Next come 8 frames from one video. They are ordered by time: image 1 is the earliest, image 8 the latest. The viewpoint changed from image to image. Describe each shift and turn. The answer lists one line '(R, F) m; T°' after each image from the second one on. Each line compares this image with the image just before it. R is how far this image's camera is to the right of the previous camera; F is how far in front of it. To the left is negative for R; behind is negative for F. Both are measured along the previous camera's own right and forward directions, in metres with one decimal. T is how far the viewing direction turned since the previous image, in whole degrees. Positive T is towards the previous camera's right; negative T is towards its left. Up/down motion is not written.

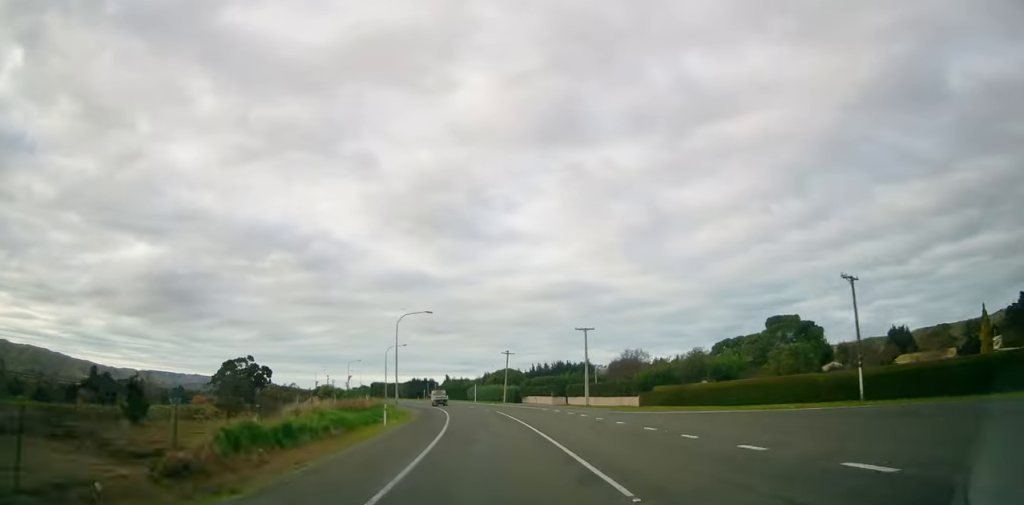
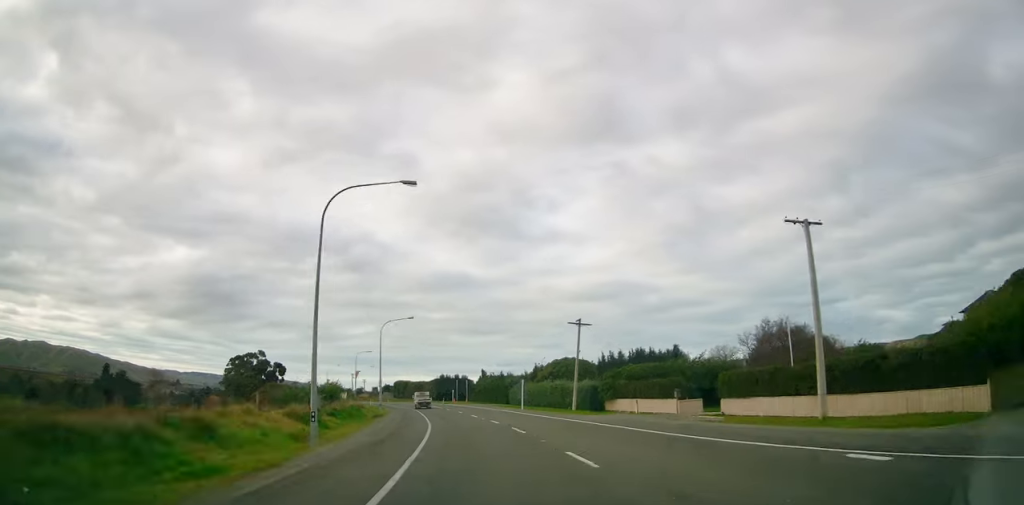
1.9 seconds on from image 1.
(-1.3, +35.5) m; -4°
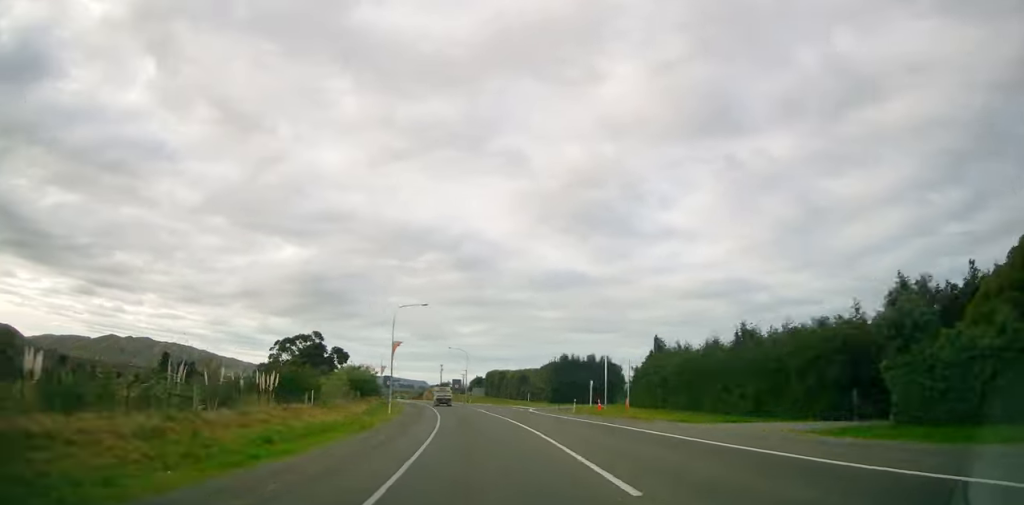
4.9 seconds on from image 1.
(-2.6, +58.7) m; -9°
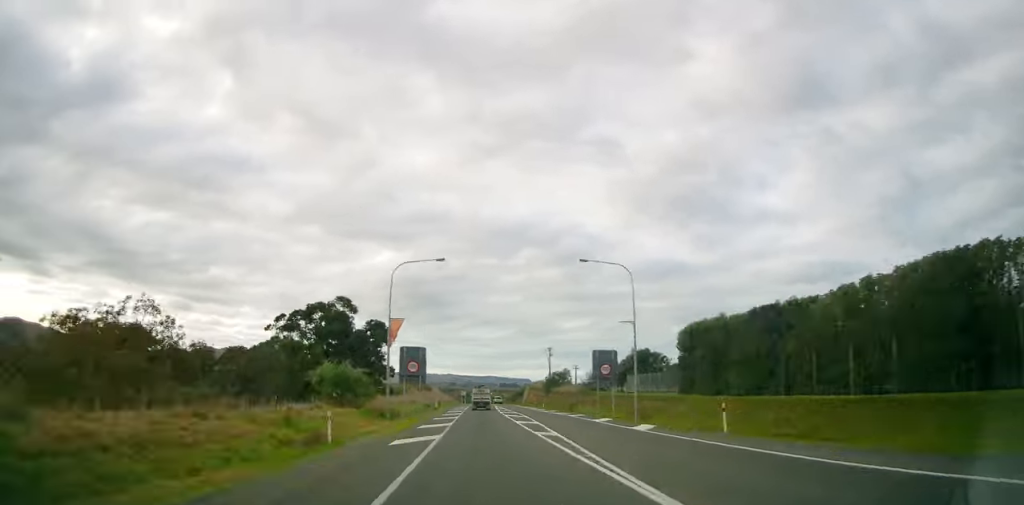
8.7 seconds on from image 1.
(-8.5, +72.8) m; -7°
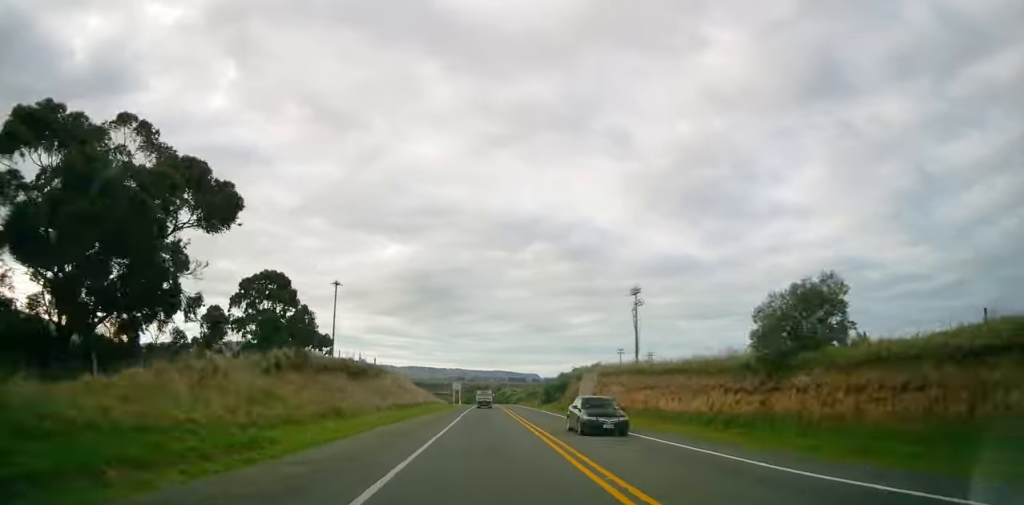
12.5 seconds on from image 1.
(-0.6, +79.2) m; -1°
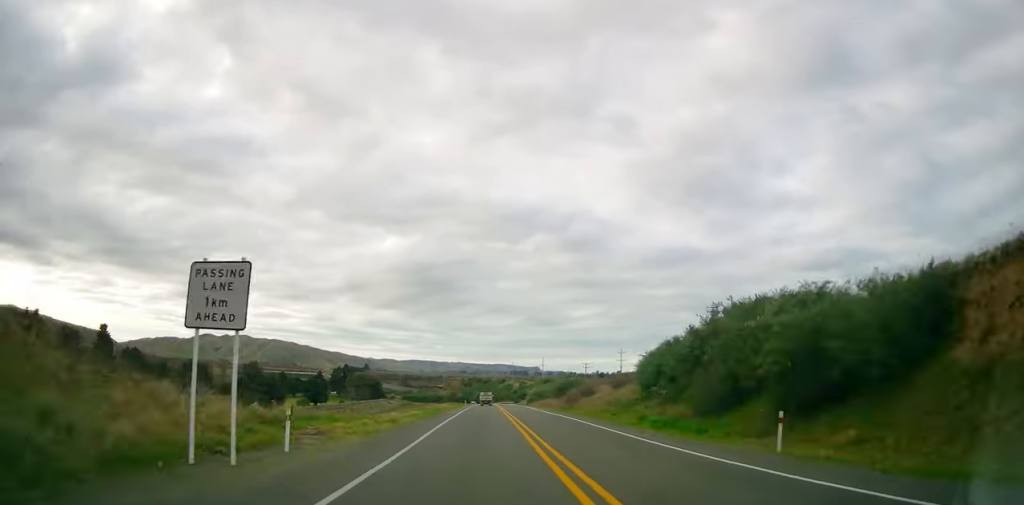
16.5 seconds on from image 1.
(-0.4, +87.4) m; 0°
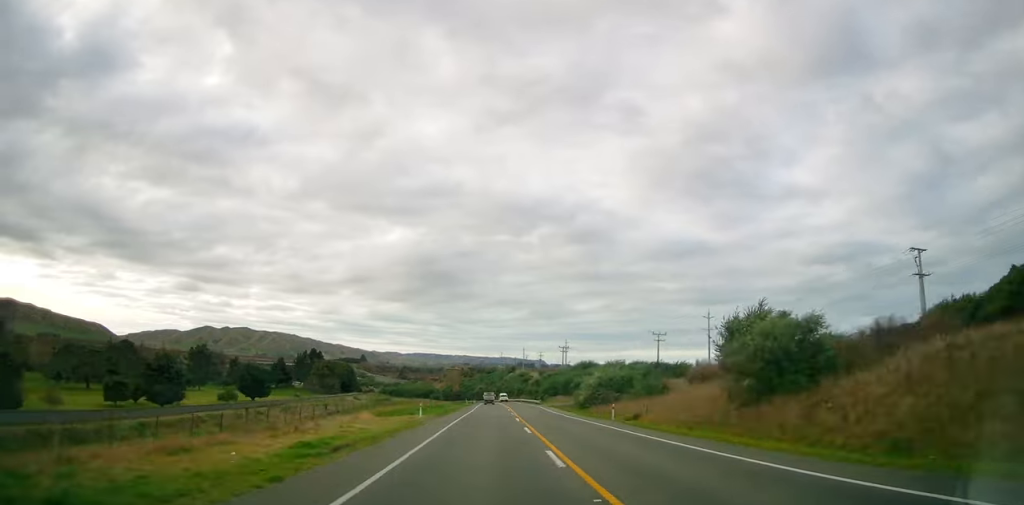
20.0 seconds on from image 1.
(+0.6, +81.3) m; 0°
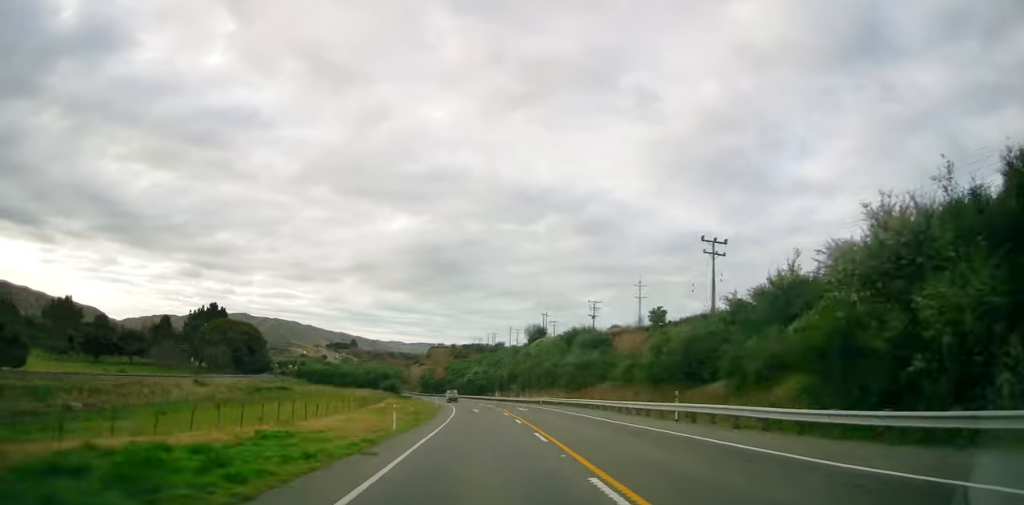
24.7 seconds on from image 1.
(-2.0, +116.1) m; -5°
